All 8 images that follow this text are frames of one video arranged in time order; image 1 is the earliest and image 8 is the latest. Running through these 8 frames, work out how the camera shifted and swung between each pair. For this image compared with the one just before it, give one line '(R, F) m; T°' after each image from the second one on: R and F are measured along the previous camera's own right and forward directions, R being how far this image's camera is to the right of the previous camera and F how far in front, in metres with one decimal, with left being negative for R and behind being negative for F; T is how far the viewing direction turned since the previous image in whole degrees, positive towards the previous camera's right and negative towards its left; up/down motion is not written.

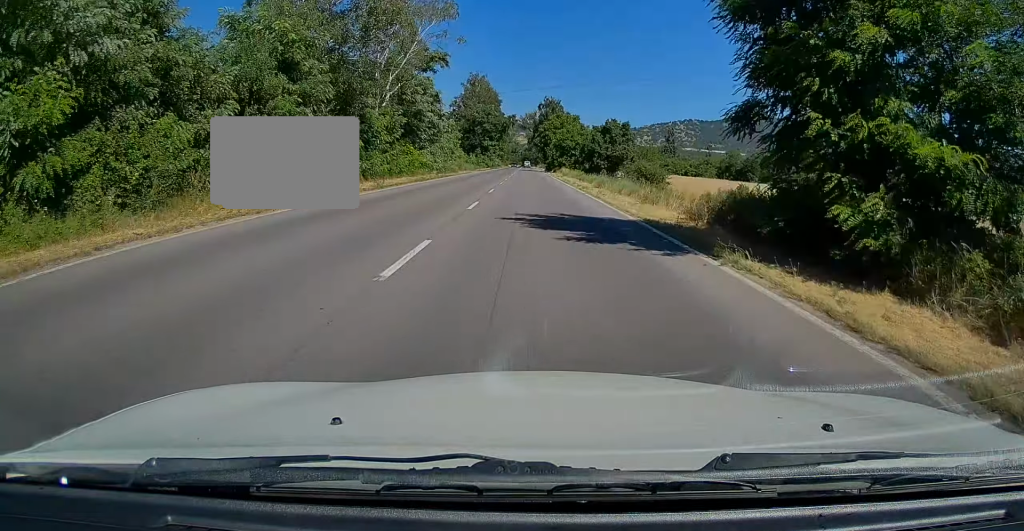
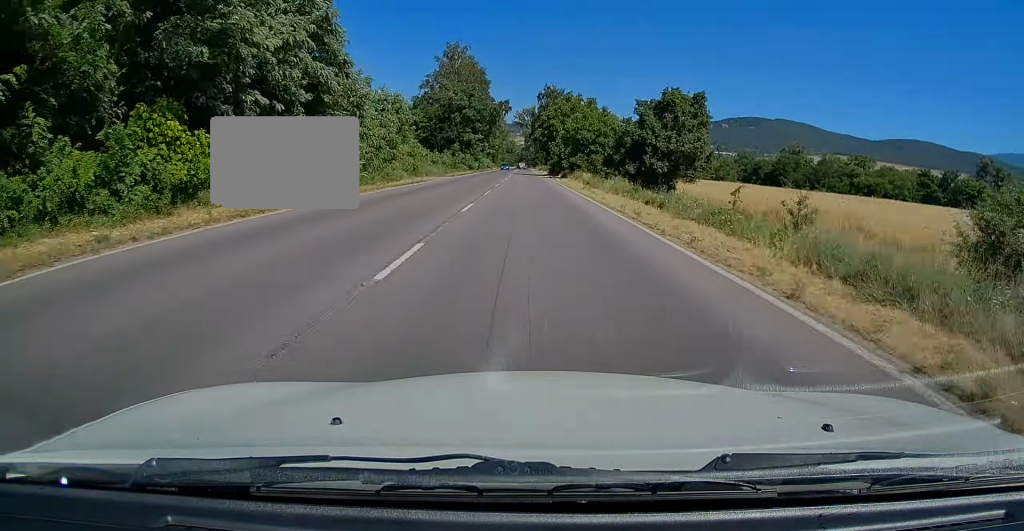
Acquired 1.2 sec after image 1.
(-0.1, +29.5) m; 0°
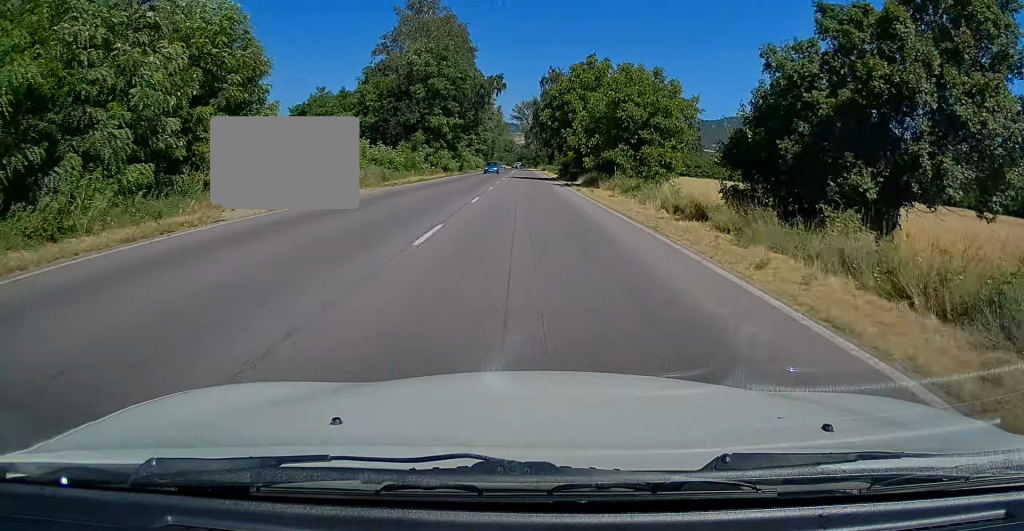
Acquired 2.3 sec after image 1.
(+0.2, +26.4) m; 0°
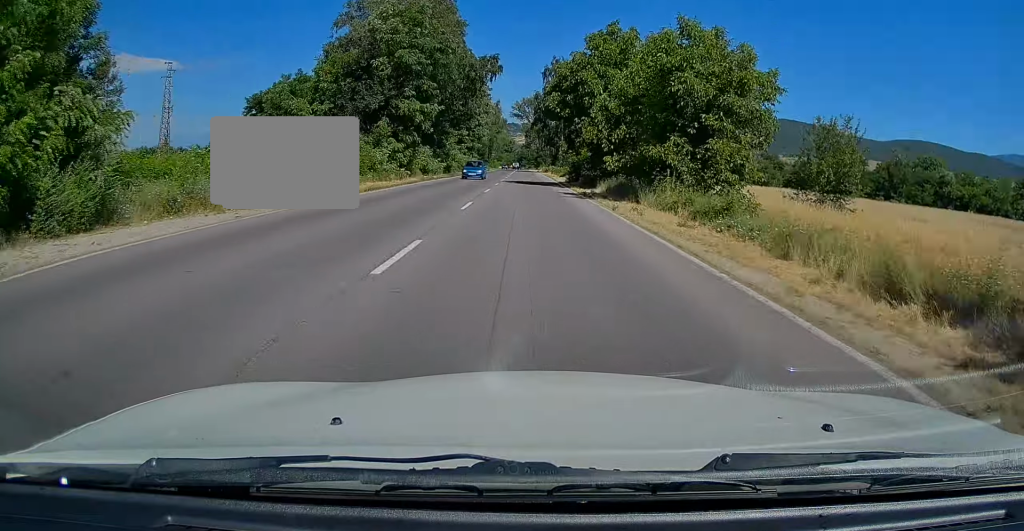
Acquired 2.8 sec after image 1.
(-0.1, +12.4) m; 0°
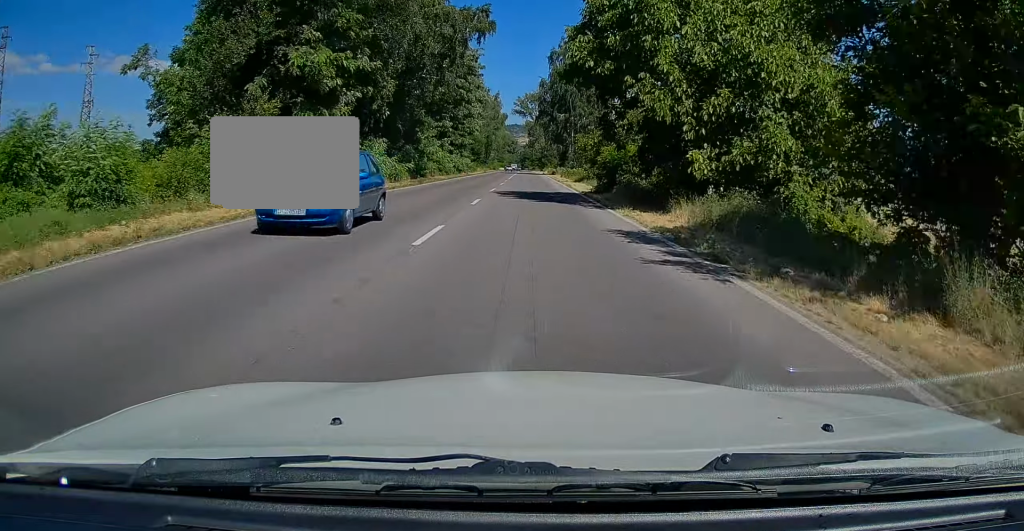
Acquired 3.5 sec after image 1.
(0.0, +17.4) m; 0°
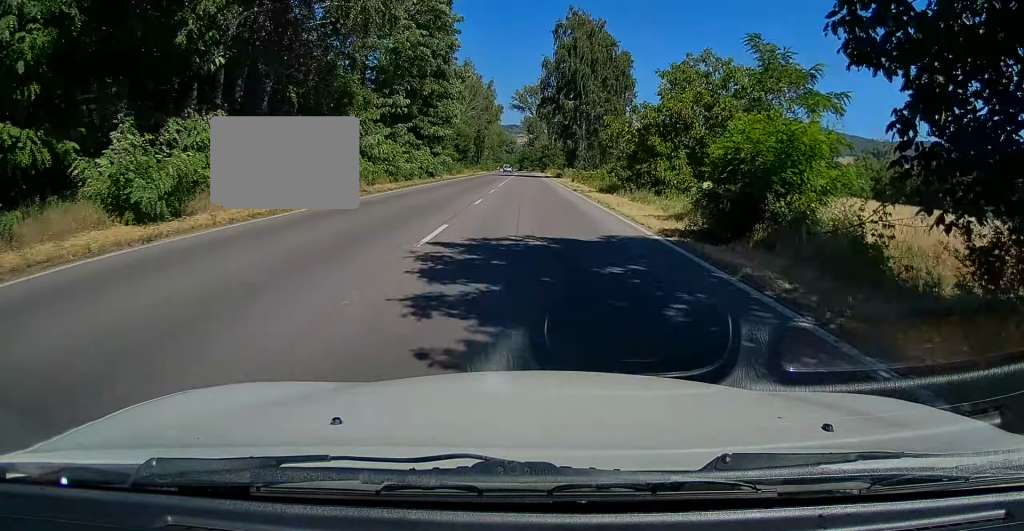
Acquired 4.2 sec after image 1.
(0.0, +19.0) m; +1°
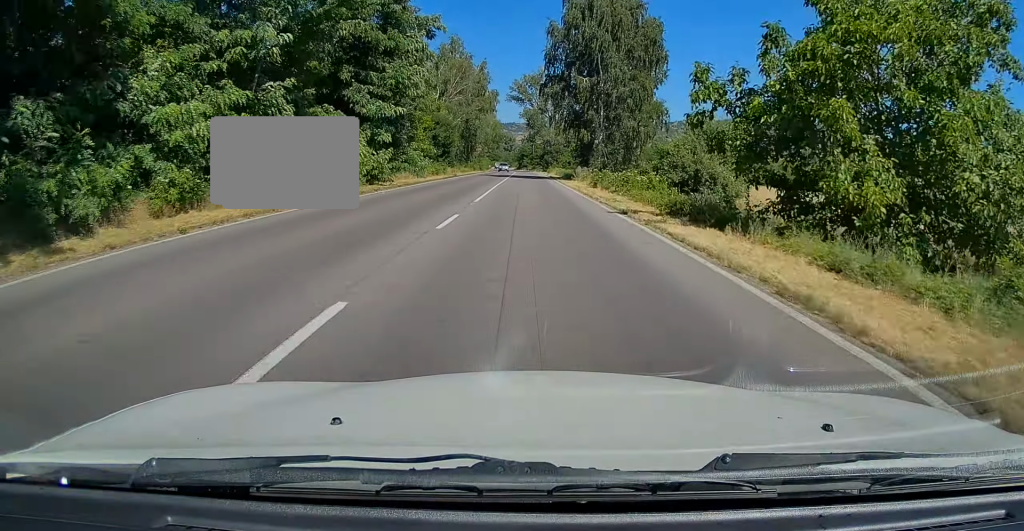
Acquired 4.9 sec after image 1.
(+0.2, +17.5) m; 0°
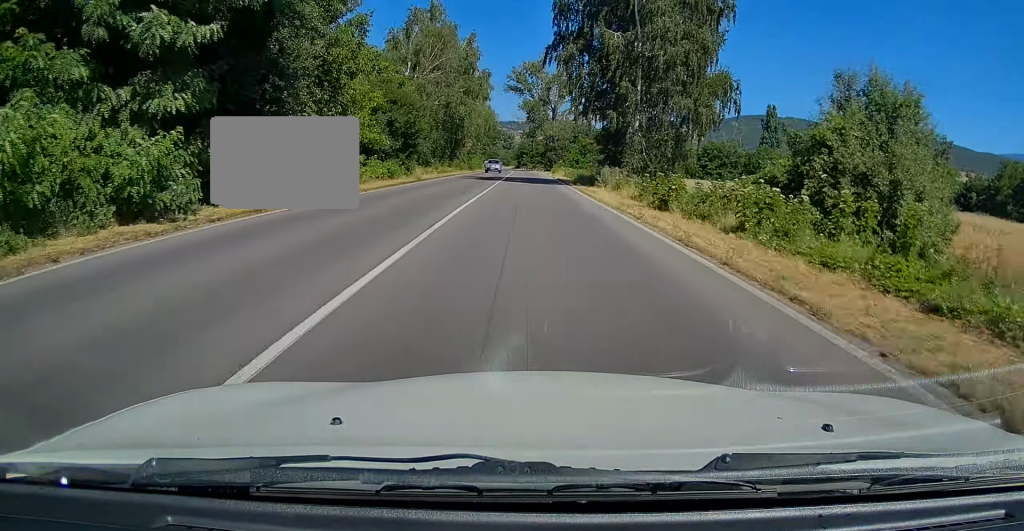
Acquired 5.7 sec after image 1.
(-0.1, +18.4) m; 0°
